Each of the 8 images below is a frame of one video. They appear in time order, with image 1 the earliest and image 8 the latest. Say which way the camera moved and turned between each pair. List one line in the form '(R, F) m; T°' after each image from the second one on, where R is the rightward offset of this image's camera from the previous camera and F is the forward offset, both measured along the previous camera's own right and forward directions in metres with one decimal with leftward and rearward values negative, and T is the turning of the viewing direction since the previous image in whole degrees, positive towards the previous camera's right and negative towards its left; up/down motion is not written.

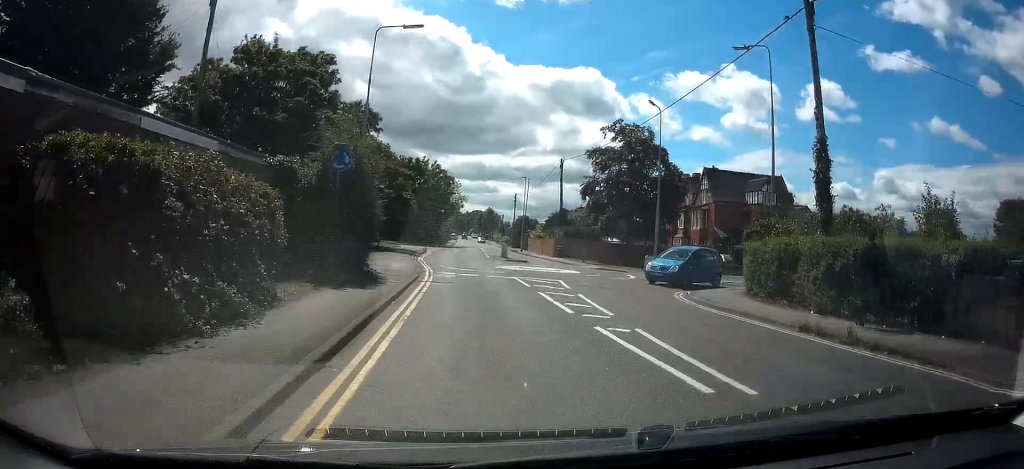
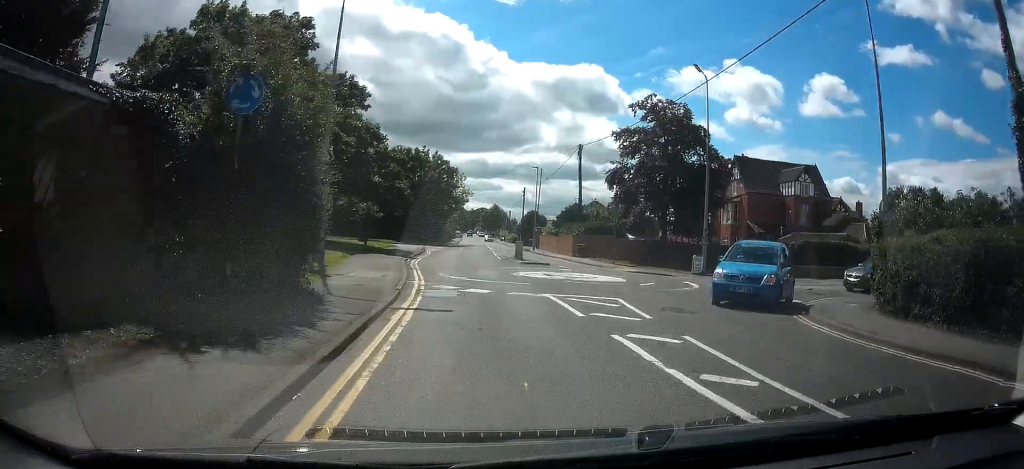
(+0.1, +6.5) m; 0°
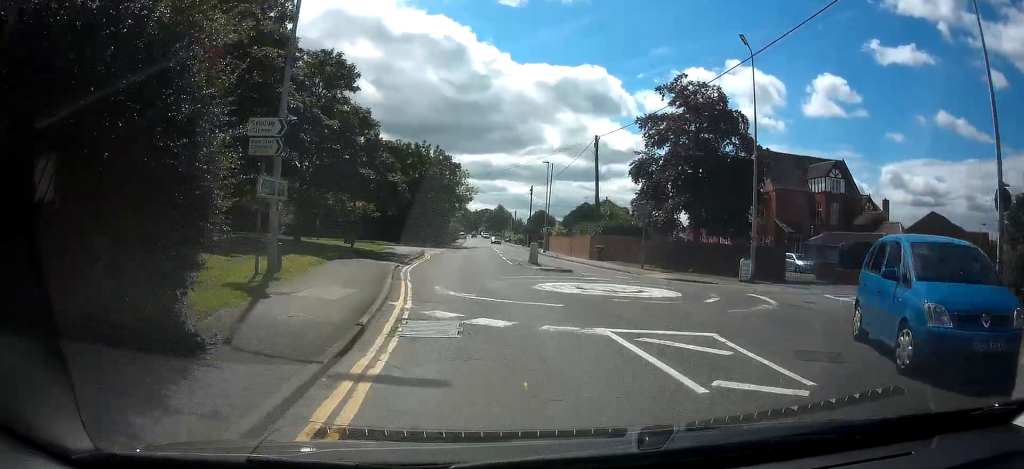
(0.0, +5.0) m; -1°
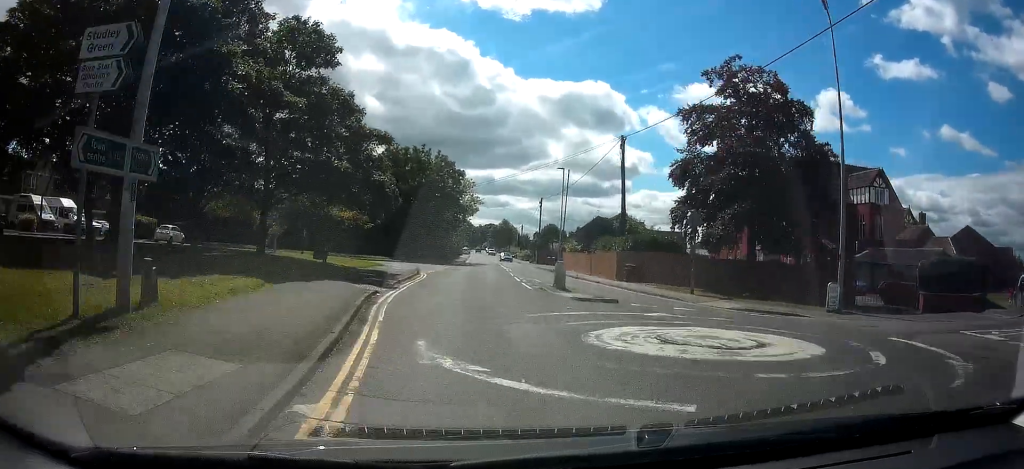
(-0.3, +6.7) m; -2°
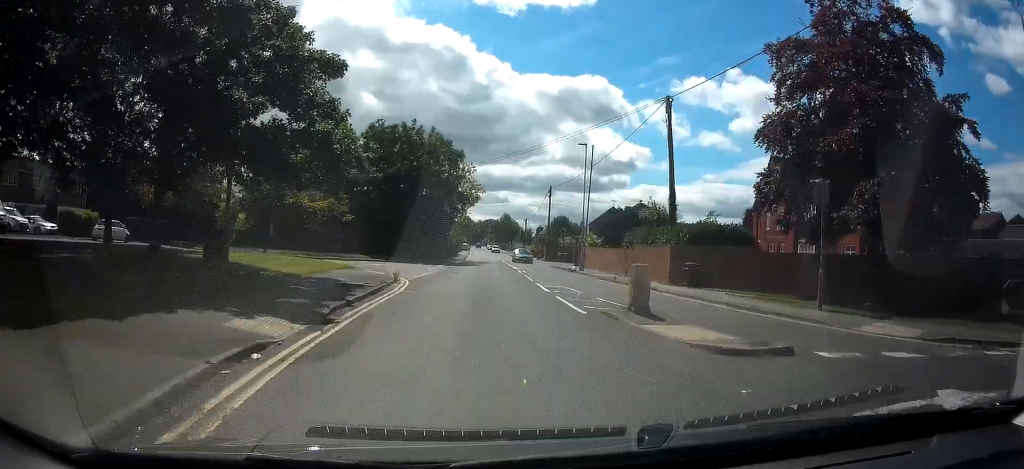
(+0.2, +8.8) m; +3°
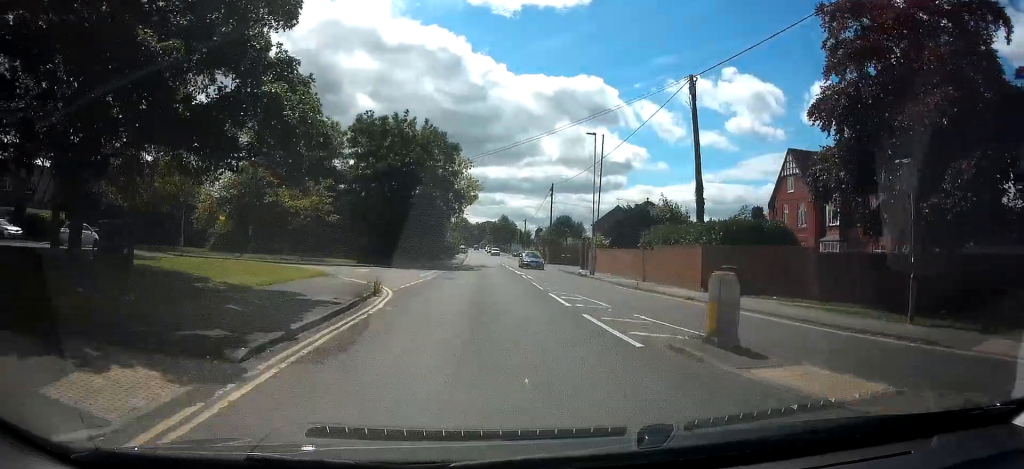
(0.0, +3.4) m; +1°
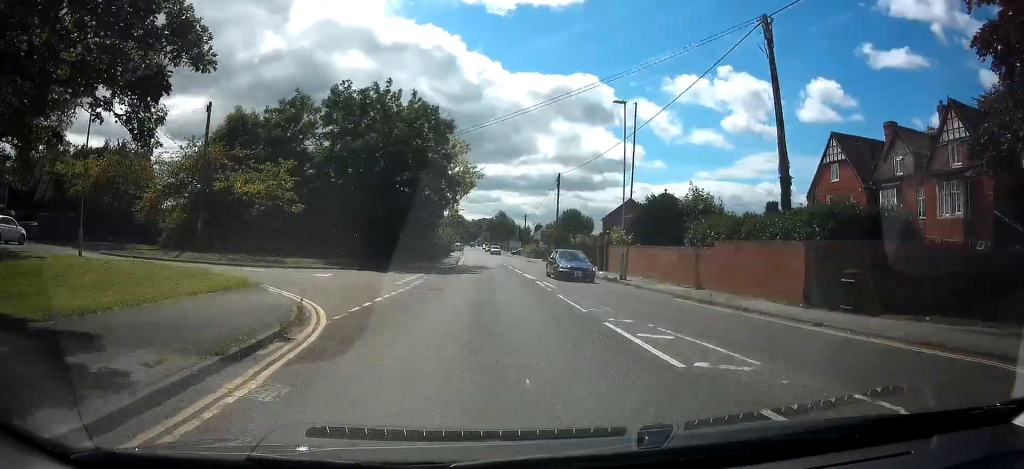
(+0.1, +7.2) m; +1°
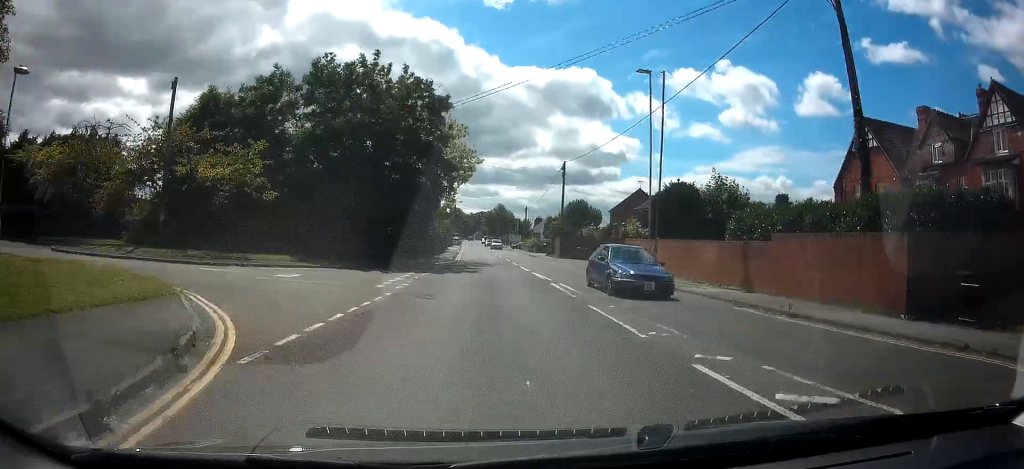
(0.0, +3.9) m; 0°
